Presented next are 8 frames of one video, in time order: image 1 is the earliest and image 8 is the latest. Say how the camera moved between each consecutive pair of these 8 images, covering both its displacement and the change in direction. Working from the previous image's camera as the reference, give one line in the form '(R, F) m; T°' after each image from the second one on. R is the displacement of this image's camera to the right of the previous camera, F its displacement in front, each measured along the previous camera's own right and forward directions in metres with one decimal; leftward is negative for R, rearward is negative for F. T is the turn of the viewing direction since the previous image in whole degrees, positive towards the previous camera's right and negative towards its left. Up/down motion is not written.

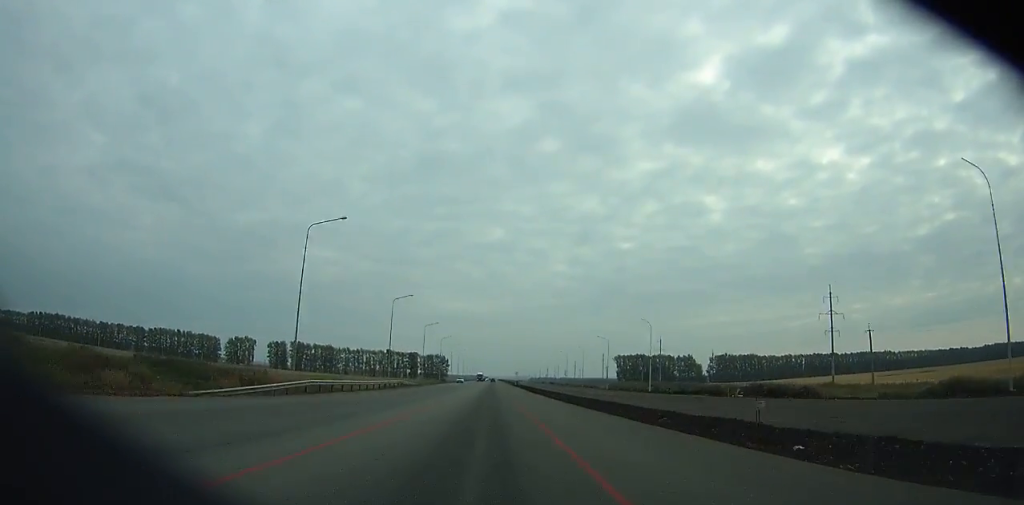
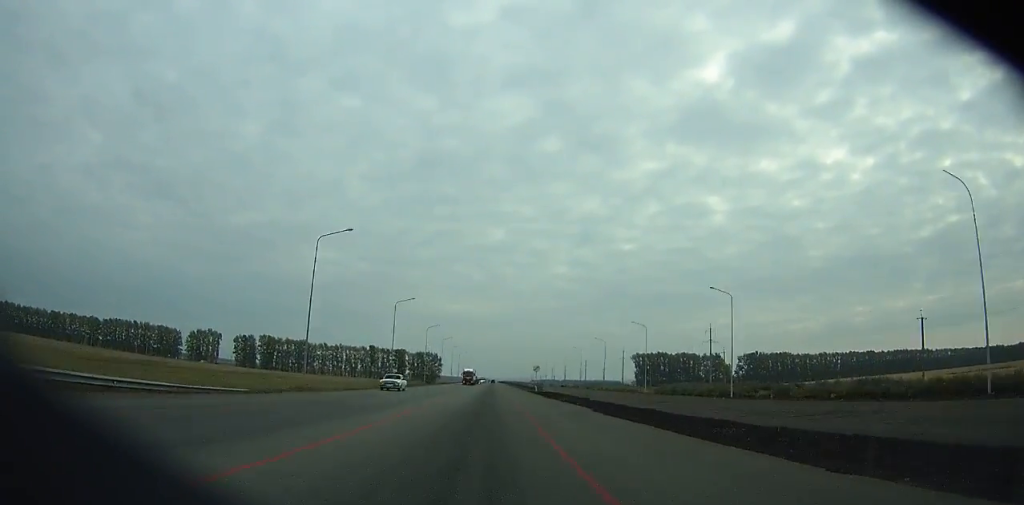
(0.0, +65.7) m; 0°
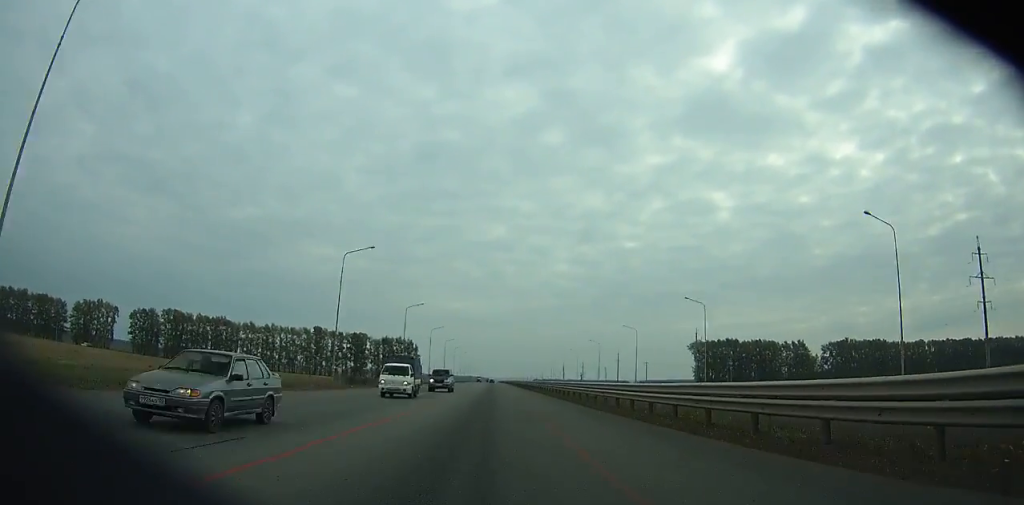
(+0.4, +132.4) m; 0°
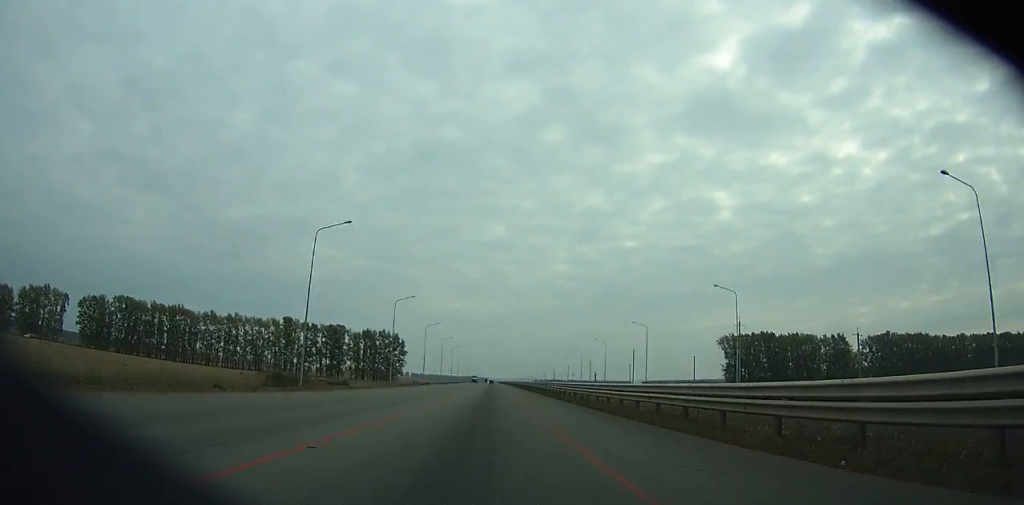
(-0.1, +43.0) m; 0°
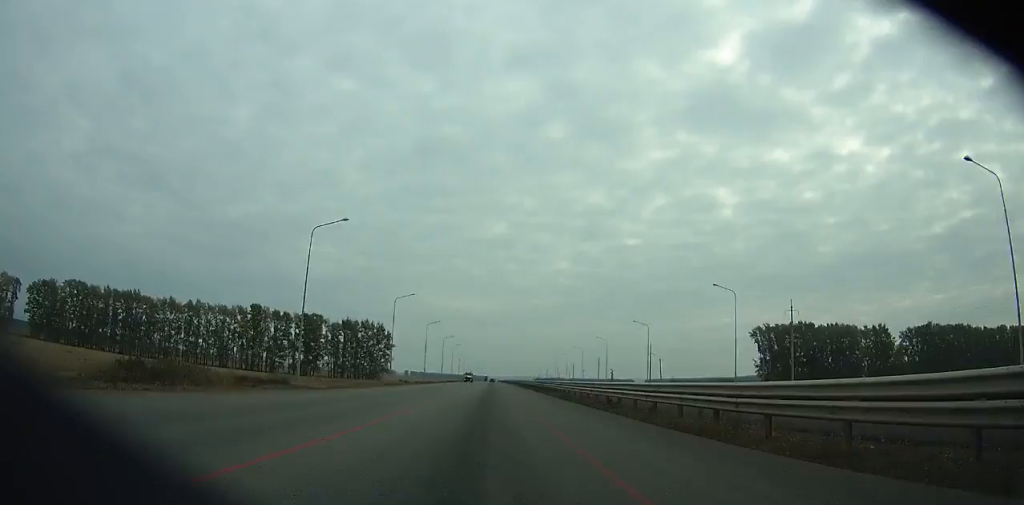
(-0.1, +35.0) m; 0°
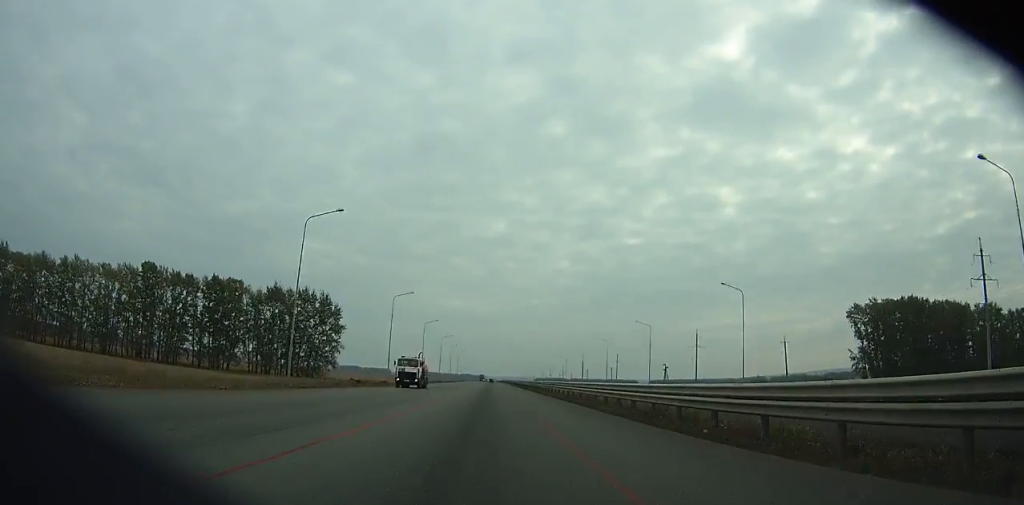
(+0.1, +71.0) m; 0°
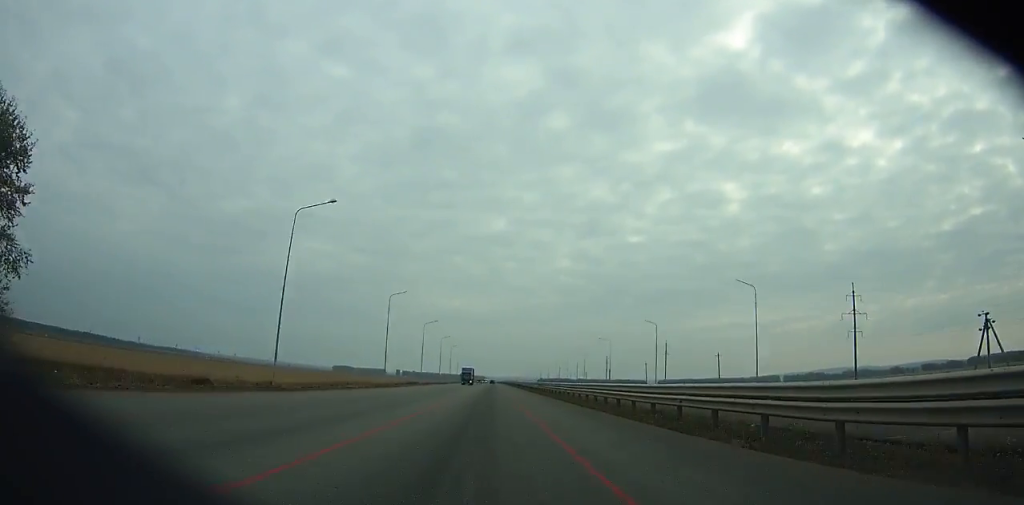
(0.0, +105.3) m; 0°
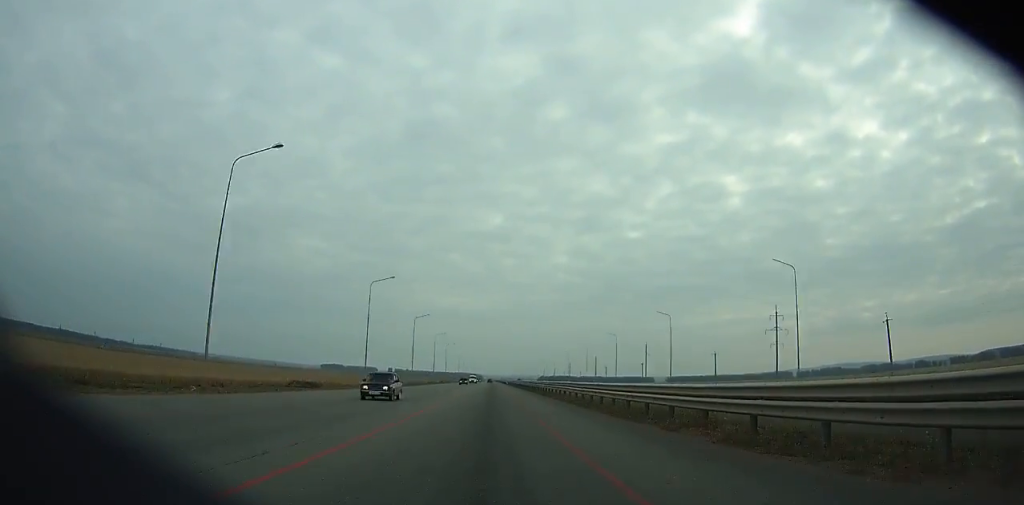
(-0.2, +111.9) m; 0°
